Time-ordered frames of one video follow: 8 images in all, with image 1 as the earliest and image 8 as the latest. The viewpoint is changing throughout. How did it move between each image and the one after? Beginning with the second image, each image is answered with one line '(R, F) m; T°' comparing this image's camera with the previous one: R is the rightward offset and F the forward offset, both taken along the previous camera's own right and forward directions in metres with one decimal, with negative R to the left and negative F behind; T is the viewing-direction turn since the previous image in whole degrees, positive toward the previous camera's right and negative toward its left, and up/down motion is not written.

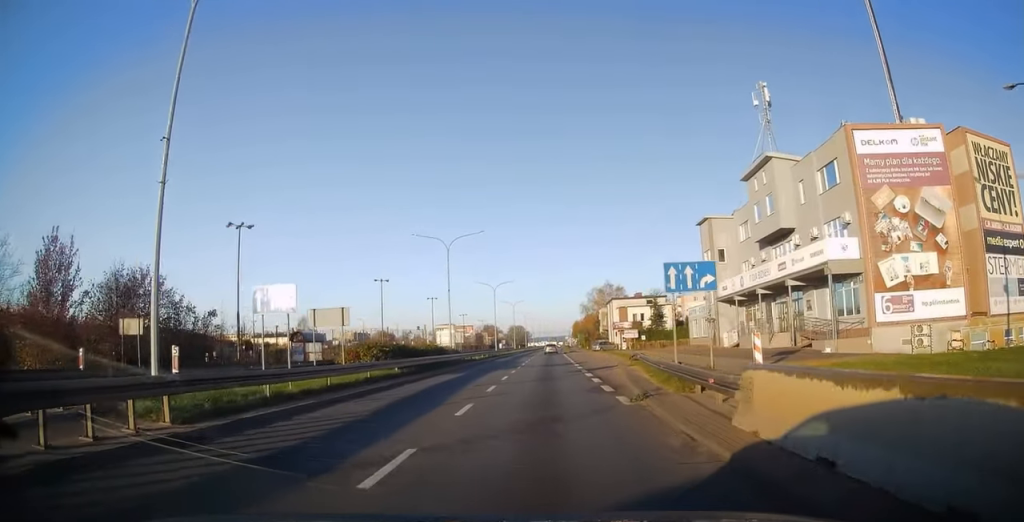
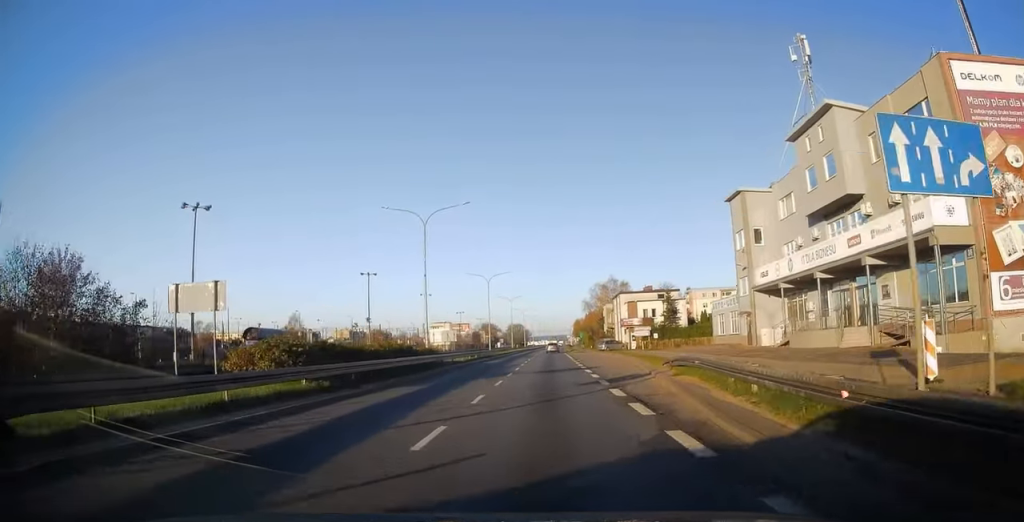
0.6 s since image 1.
(0.0, +10.0) m; 0°
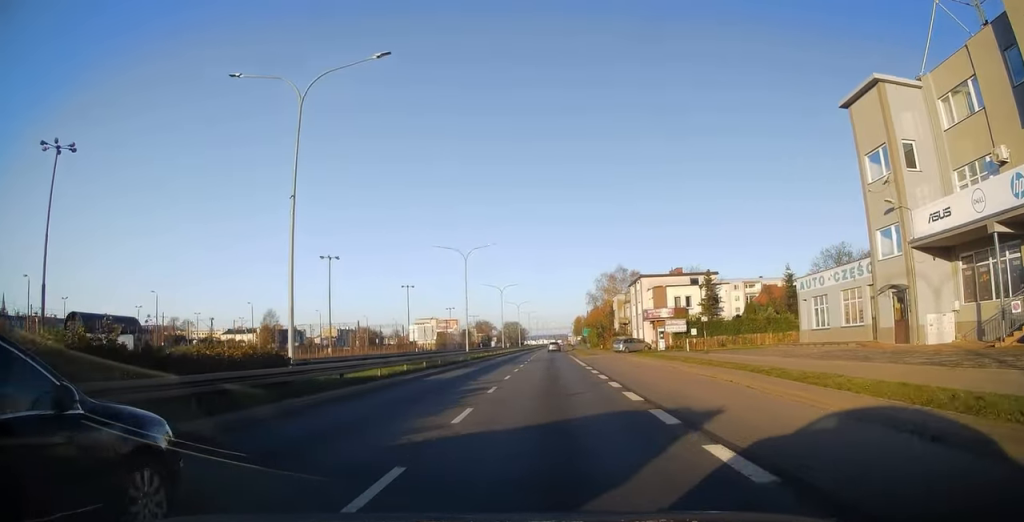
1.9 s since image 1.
(0.0, +21.6) m; 0°
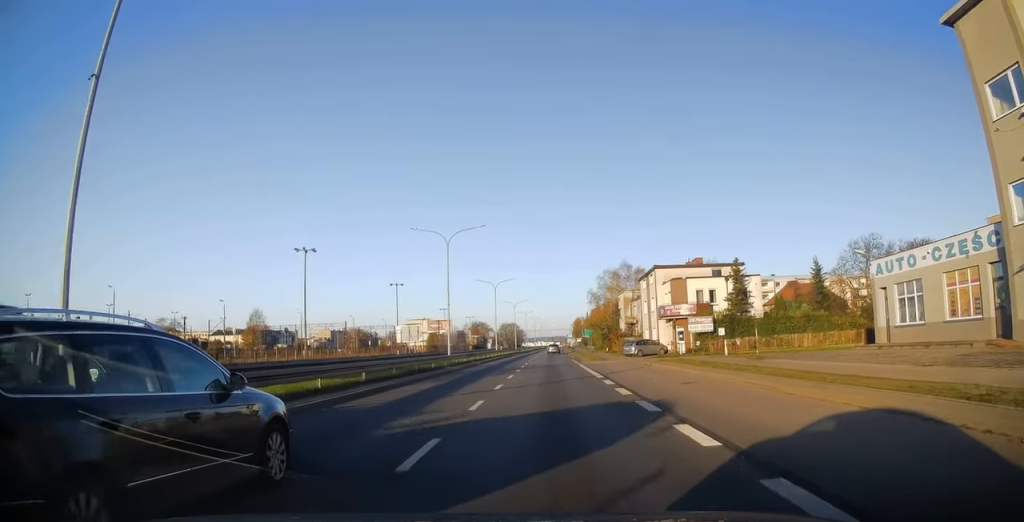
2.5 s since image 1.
(0.0, +9.9) m; 0°
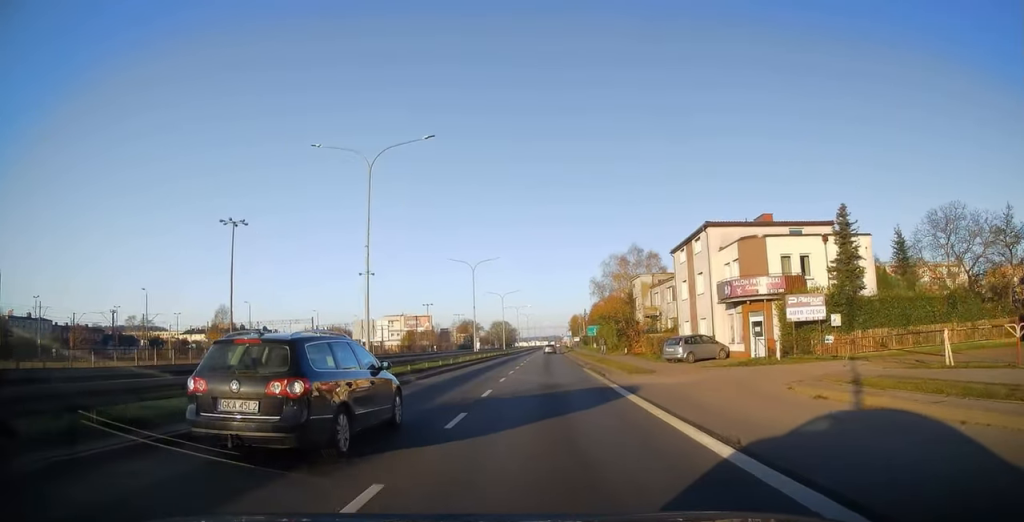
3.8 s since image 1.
(0.0, +20.8) m; 0°
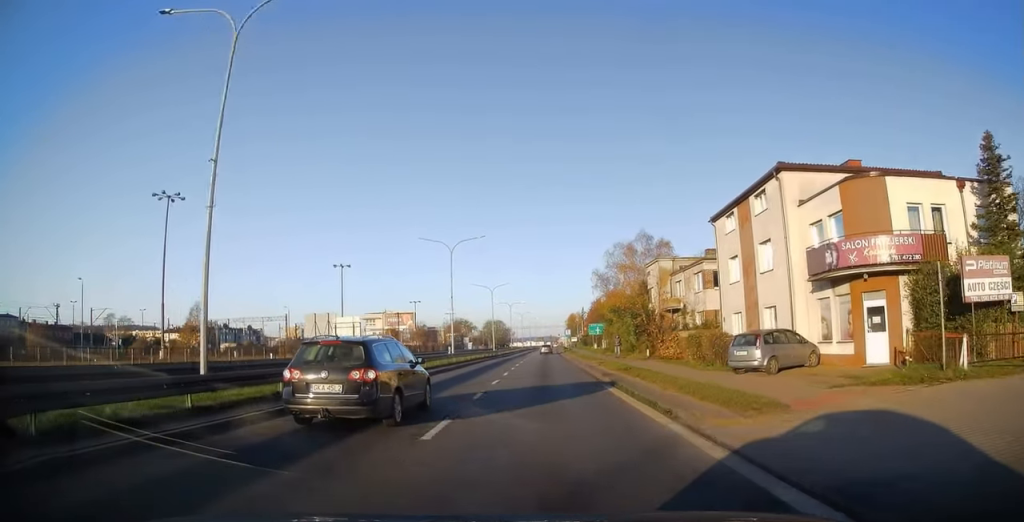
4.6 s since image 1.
(0.0, +13.1) m; 0°
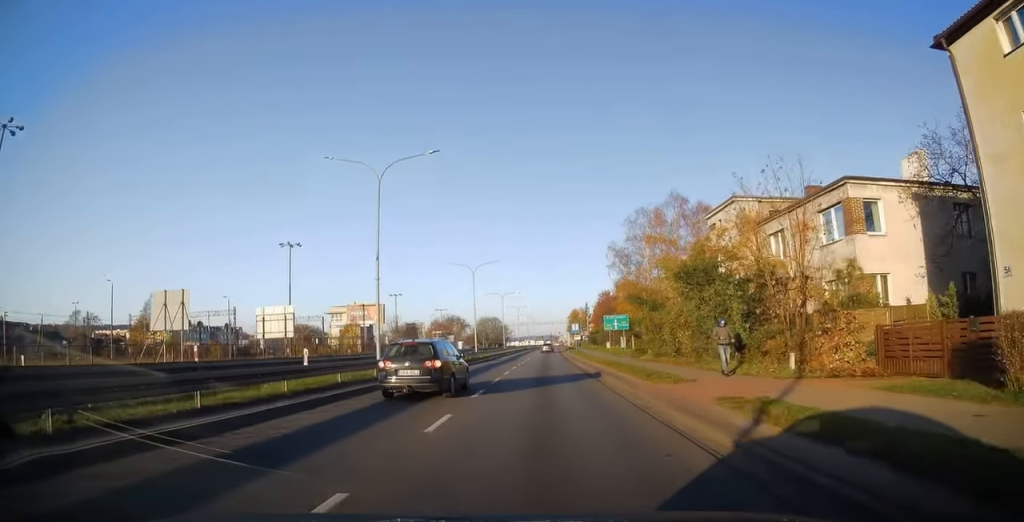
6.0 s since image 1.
(+0.4, +23.5) m; +1°
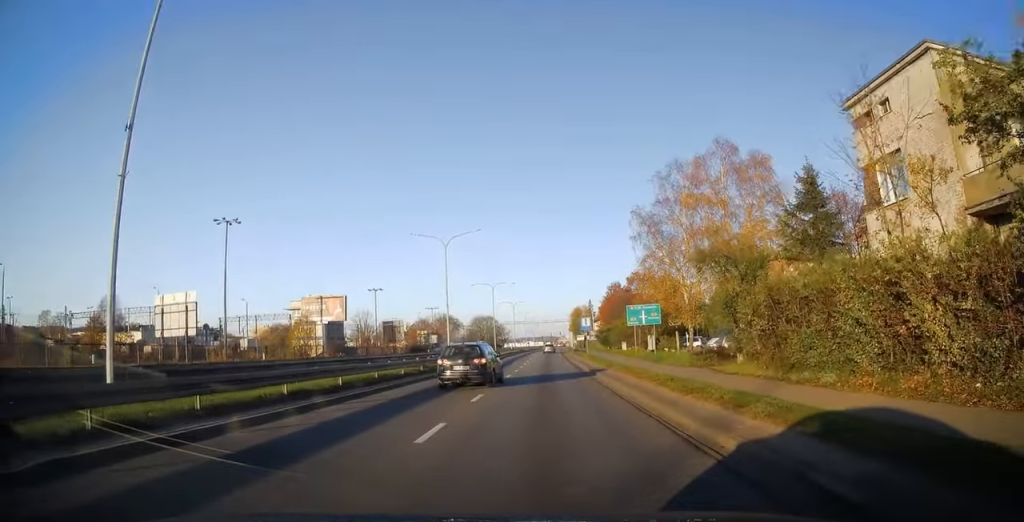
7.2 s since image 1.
(-0.1, +19.2) m; 0°
